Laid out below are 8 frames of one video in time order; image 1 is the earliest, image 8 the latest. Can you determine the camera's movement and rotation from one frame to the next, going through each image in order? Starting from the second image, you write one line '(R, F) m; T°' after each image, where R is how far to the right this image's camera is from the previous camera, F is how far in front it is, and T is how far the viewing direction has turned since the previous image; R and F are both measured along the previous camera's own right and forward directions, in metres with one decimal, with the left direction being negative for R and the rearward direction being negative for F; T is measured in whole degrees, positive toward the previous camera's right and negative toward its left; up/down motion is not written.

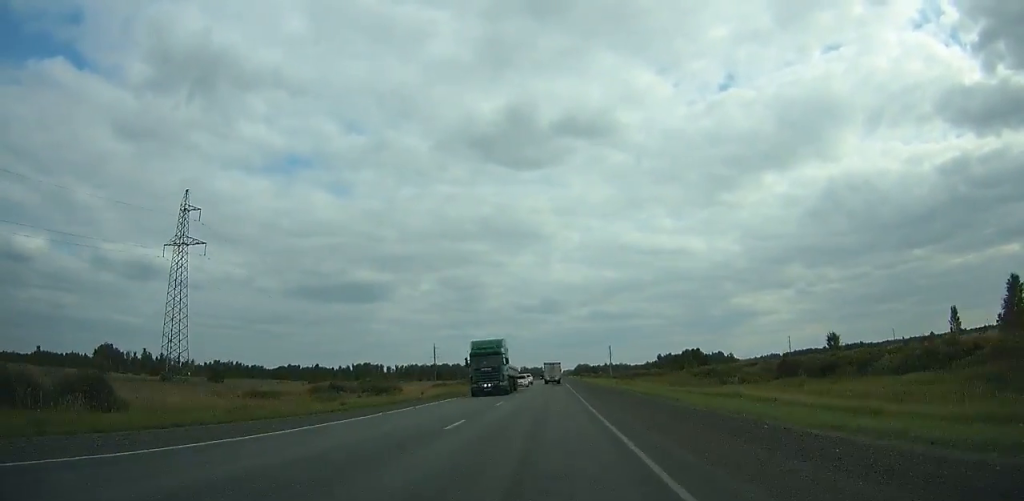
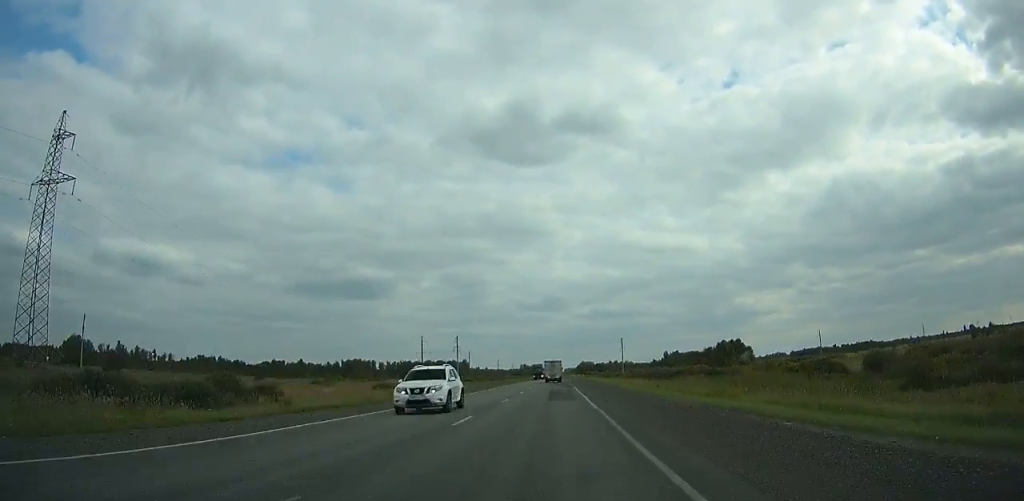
(-0.1, +35.3) m; 0°
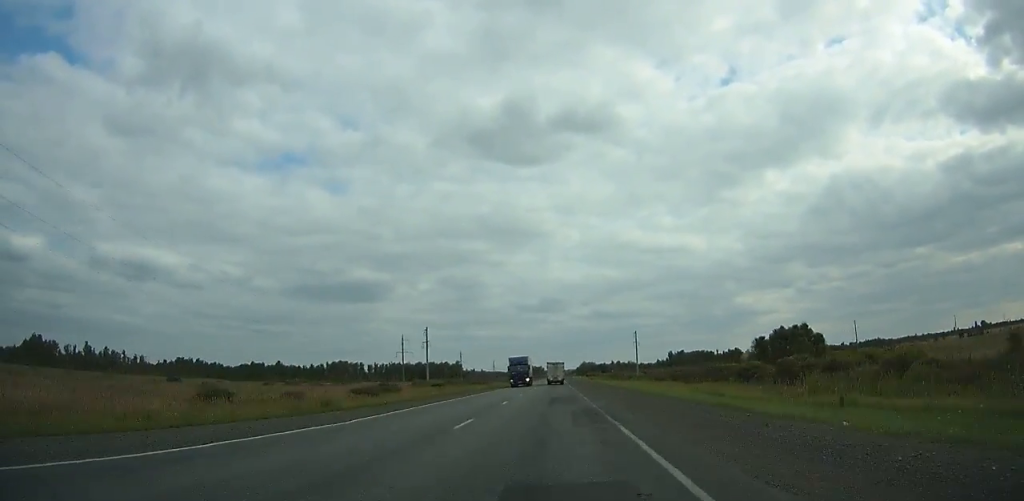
(-0.1, +35.4) m; 0°
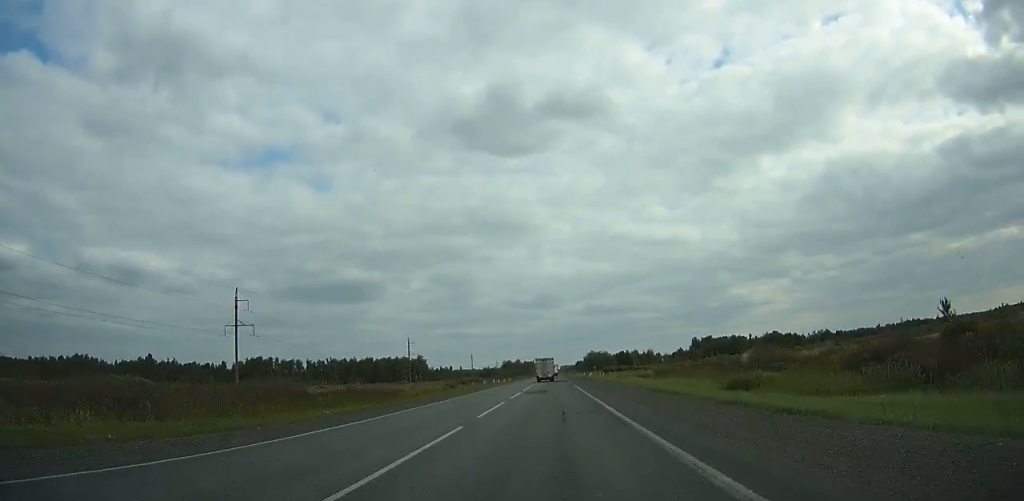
(0.0, +140.7) m; 0°
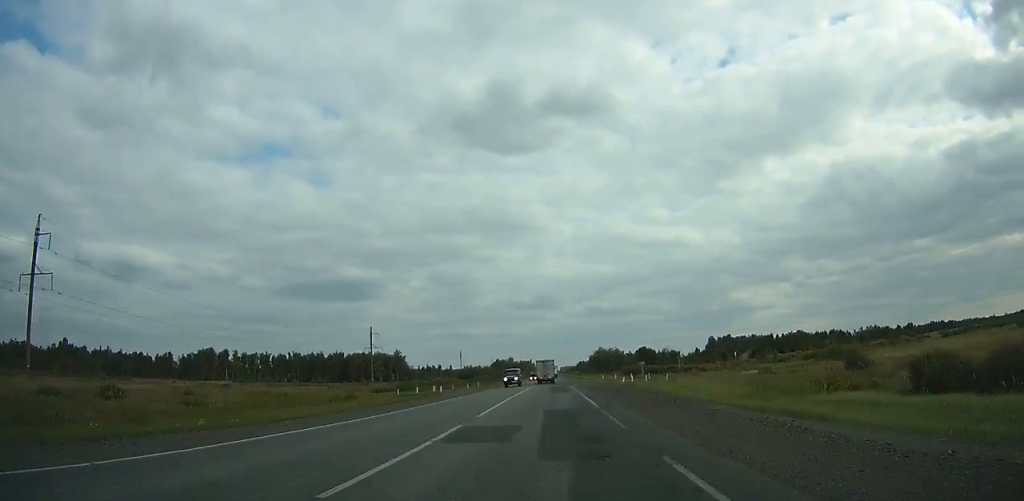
(+0.2, +59.8) m; 0°
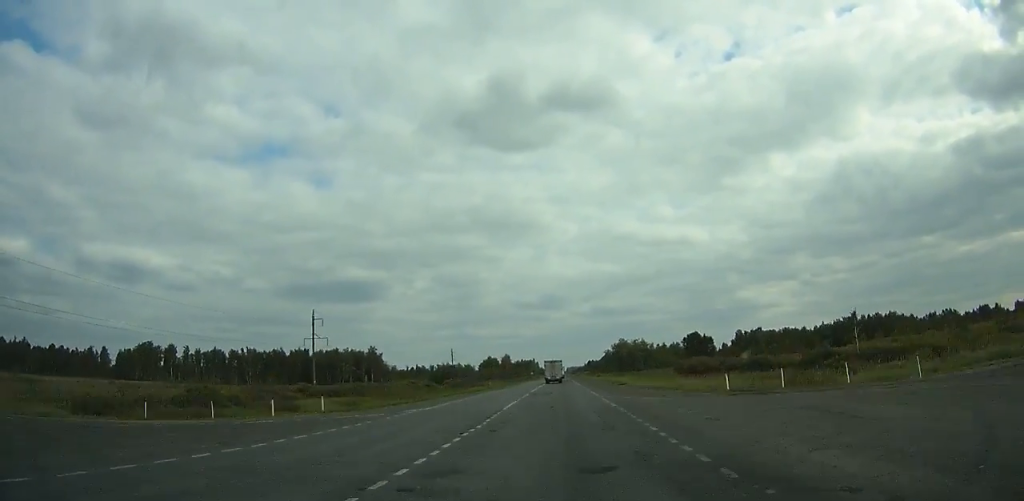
(0.0, +61.3) m; 0°
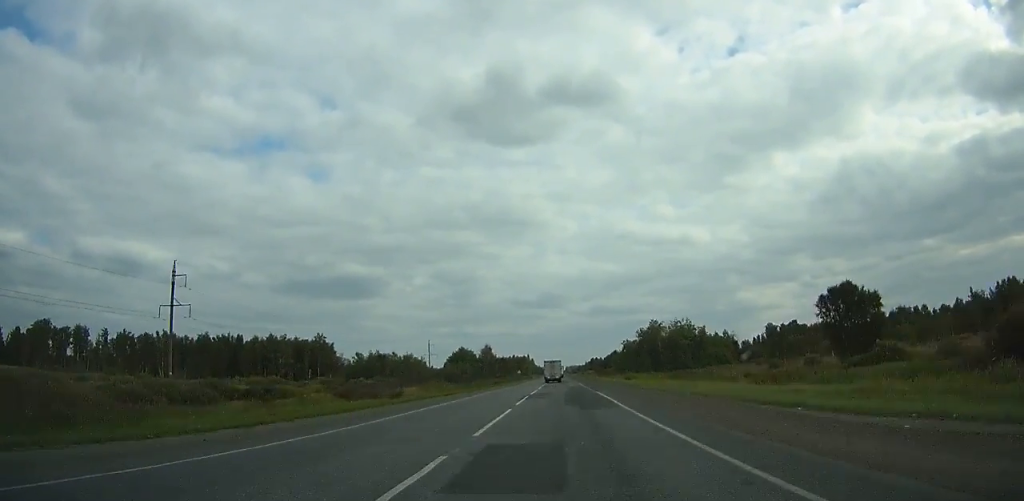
(-0.1, +66.9) m; 0°
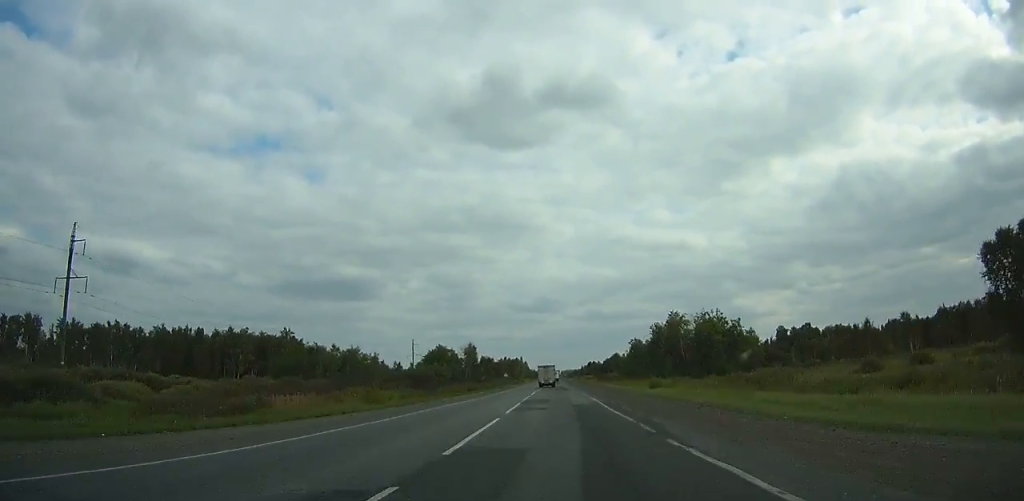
(0.0, +25.6) m; 0°
